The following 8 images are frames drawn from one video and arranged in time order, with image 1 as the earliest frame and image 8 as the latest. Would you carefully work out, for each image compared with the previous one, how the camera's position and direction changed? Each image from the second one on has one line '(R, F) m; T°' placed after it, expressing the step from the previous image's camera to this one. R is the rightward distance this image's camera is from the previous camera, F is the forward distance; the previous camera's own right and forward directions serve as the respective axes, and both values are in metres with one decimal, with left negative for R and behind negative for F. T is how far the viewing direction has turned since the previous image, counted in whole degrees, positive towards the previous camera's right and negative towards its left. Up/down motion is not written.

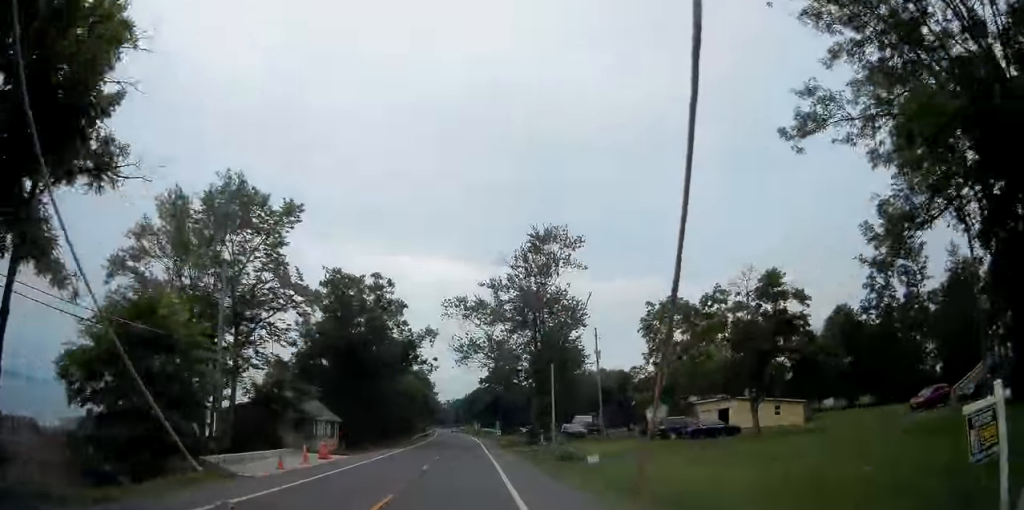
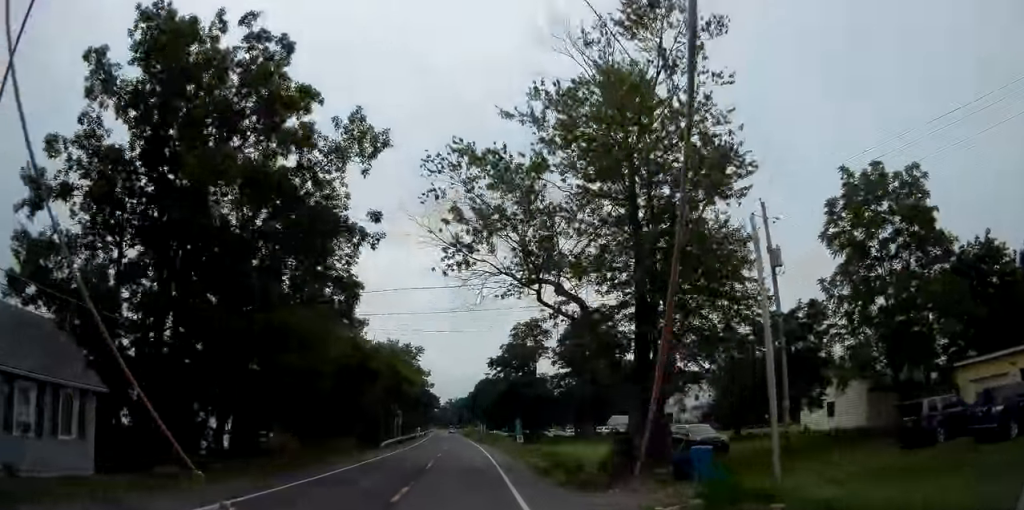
(0.0, +33.5) m; -1°
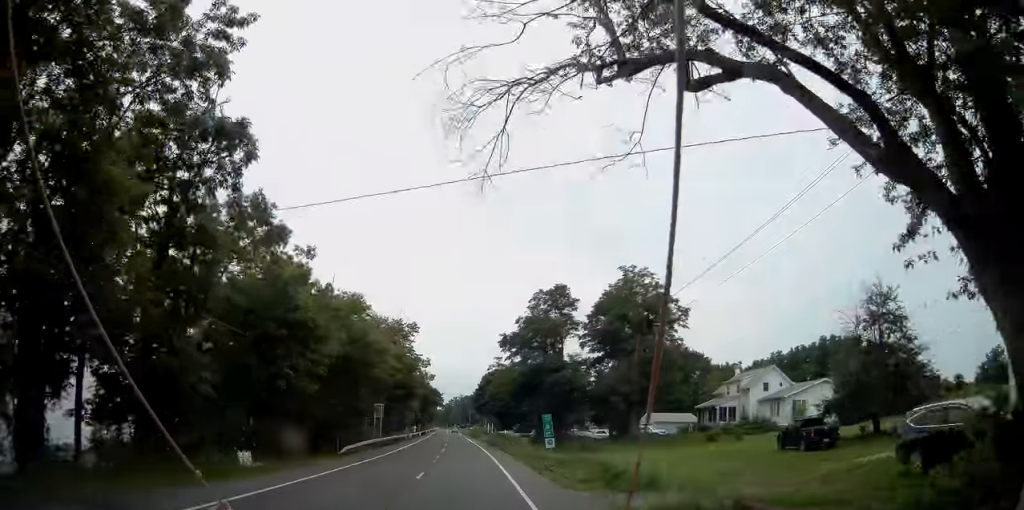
(-0.1, +18.1) m; 0°
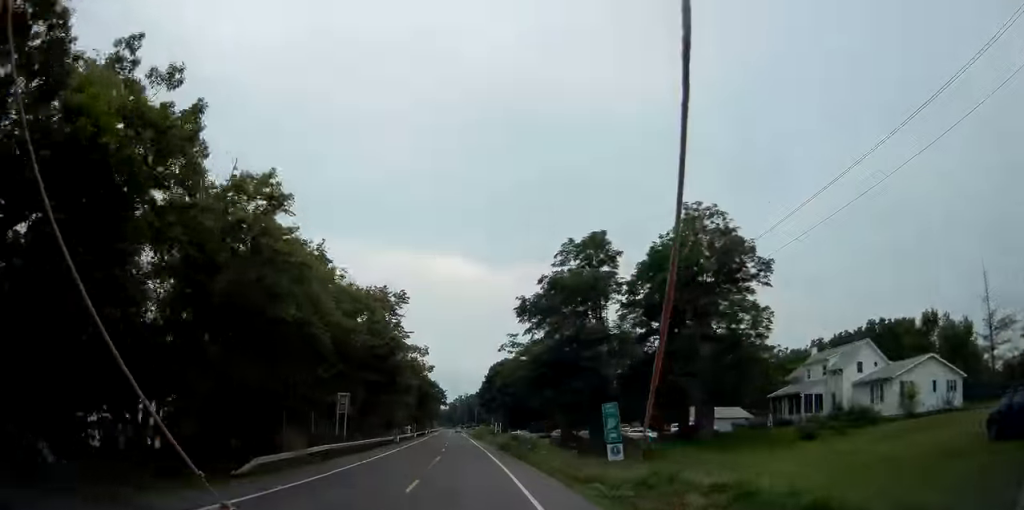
(+0.1, +16.0) m; 0°
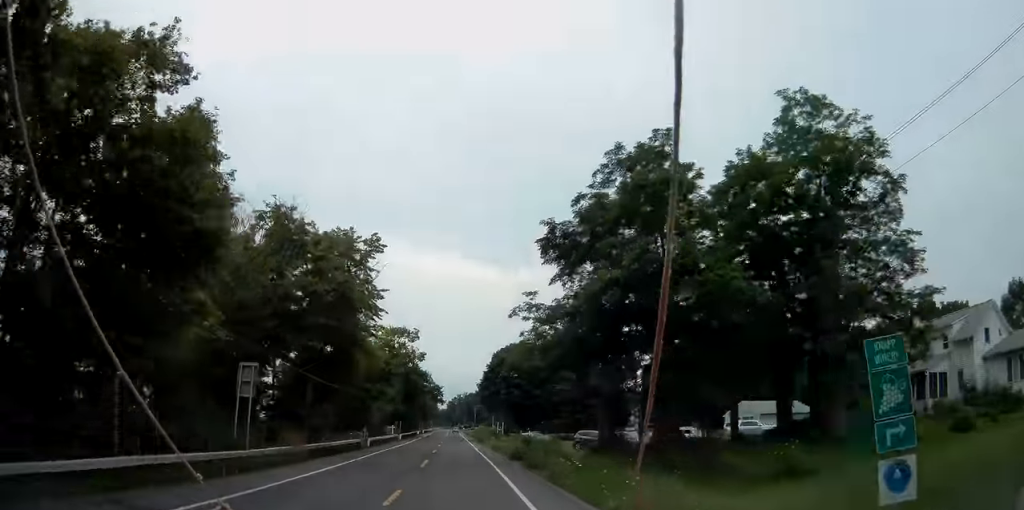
(+0.1, +15.4) m; -1°
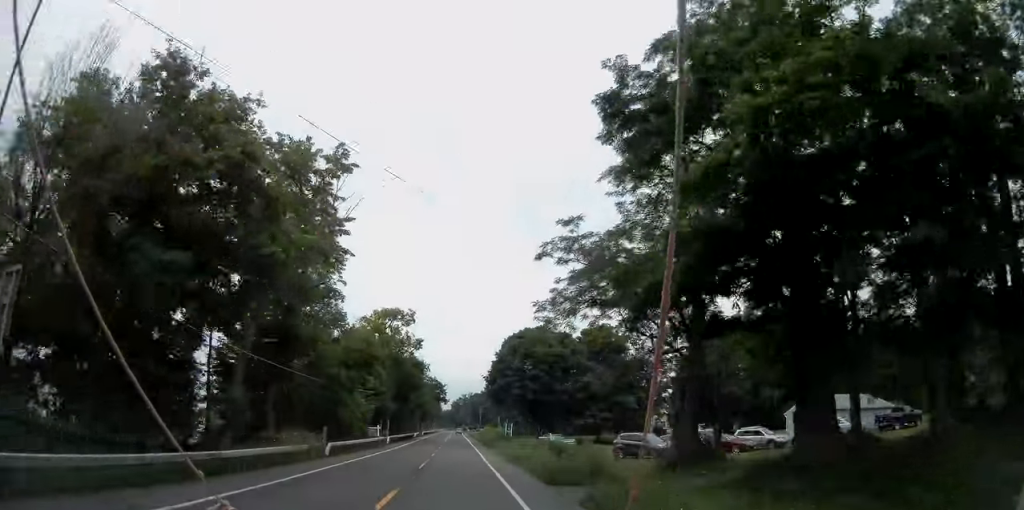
(-0.4, +12.5) m; -1°
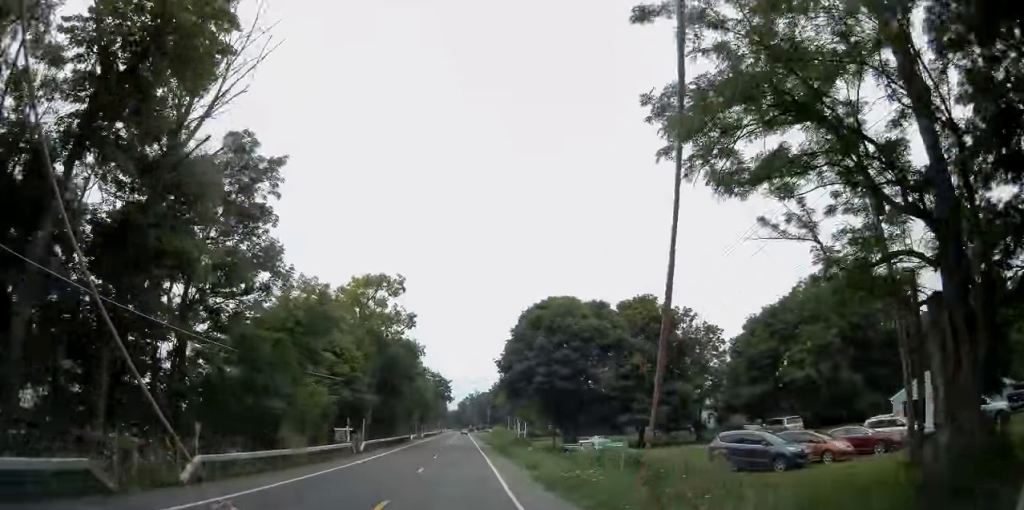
(0.0, +14.6) m; 0°
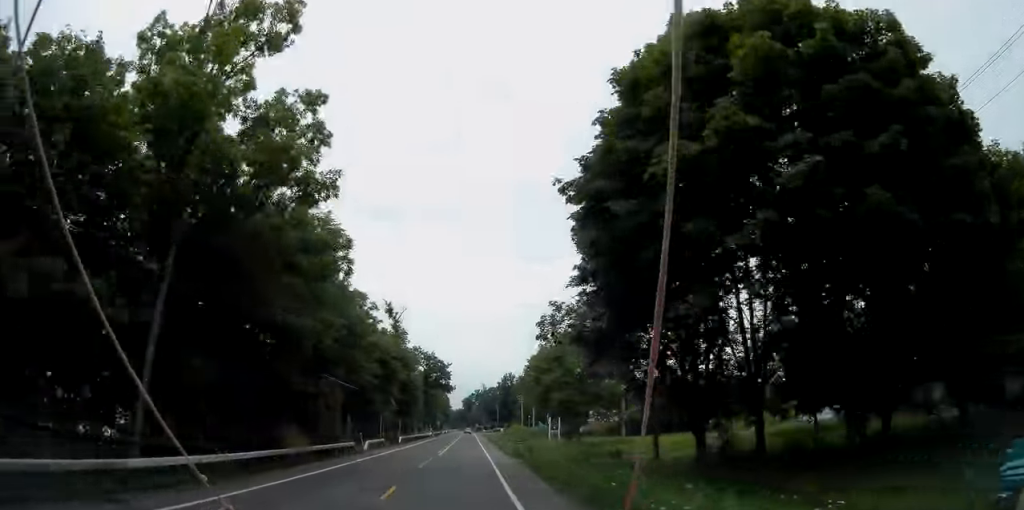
(-0.2, +33.5) m; -1°
